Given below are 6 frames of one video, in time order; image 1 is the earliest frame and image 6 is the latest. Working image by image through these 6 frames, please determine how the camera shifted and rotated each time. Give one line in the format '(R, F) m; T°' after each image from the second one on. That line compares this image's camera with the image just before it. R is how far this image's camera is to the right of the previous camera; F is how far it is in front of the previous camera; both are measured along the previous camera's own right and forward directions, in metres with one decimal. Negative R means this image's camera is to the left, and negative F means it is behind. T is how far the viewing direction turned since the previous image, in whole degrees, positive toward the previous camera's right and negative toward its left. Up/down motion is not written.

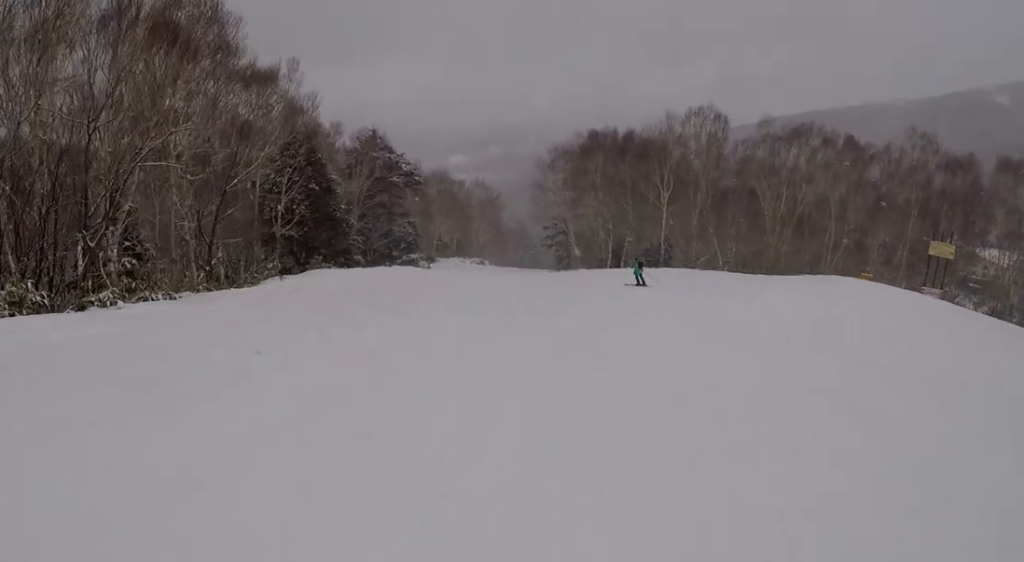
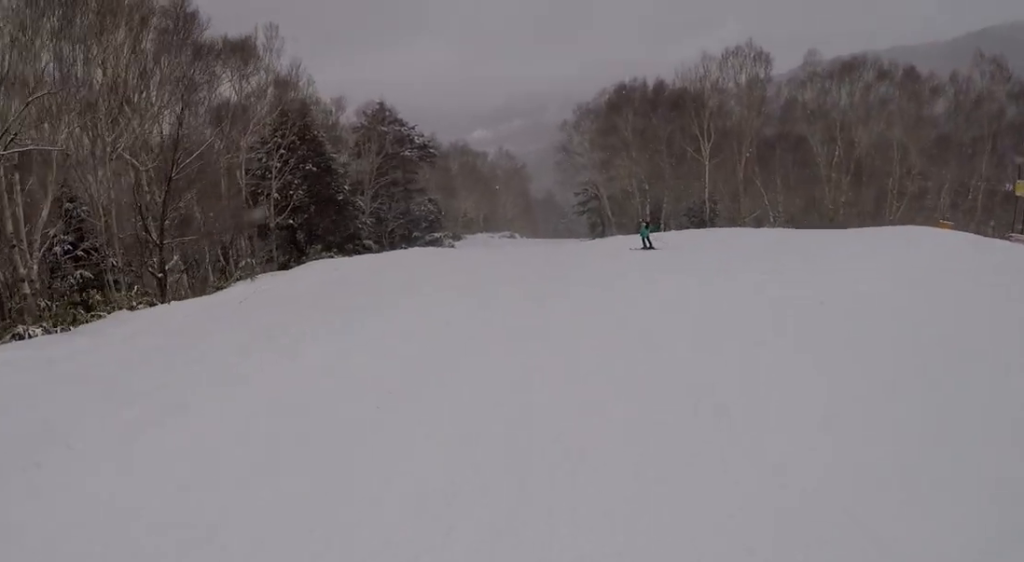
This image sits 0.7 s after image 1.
(-0.9, +5.0) m; 0°
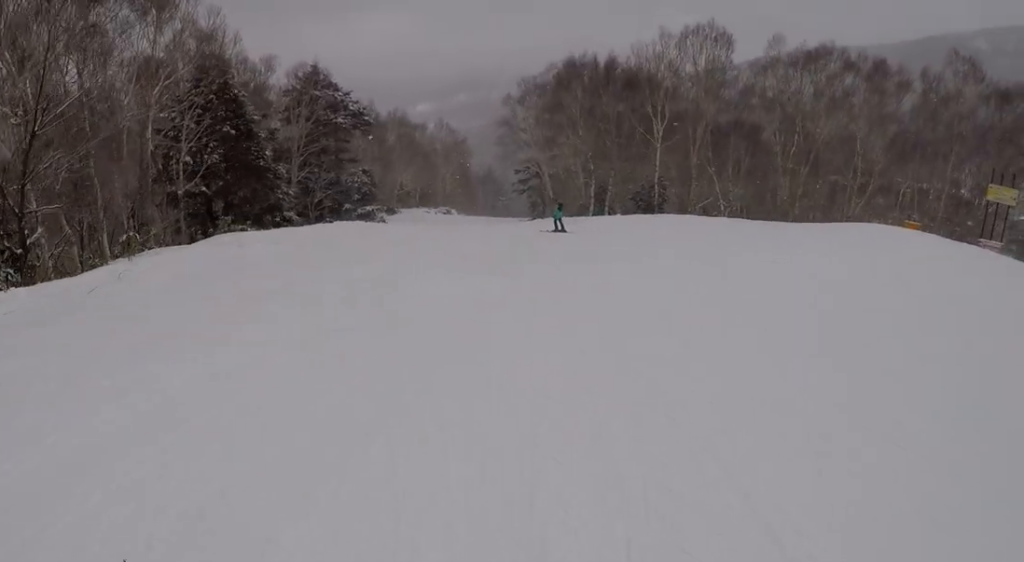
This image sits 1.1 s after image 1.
(-0.3, +3.2) m; 0°
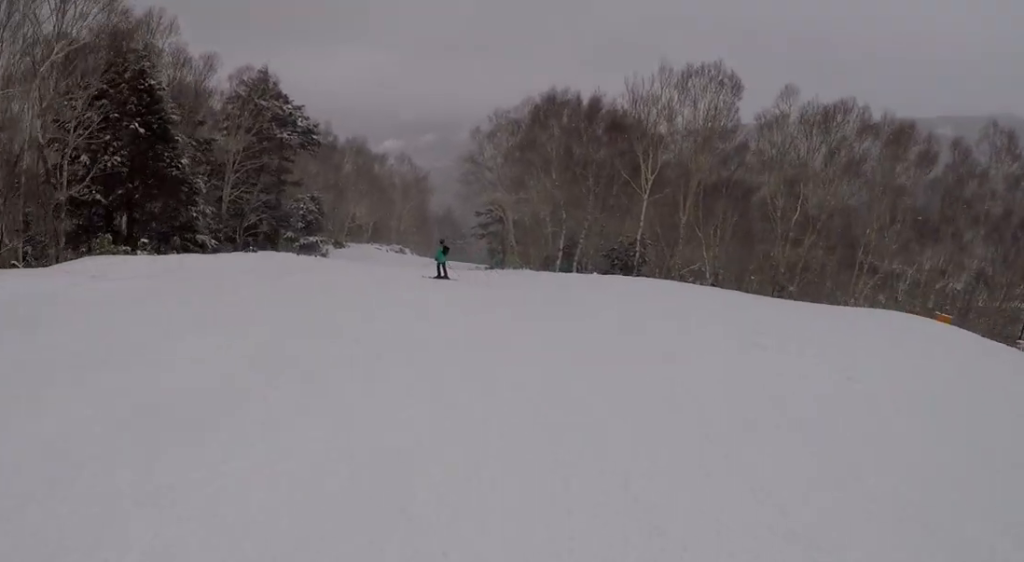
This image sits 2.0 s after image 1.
(+1.3, +6.5) m; 0°
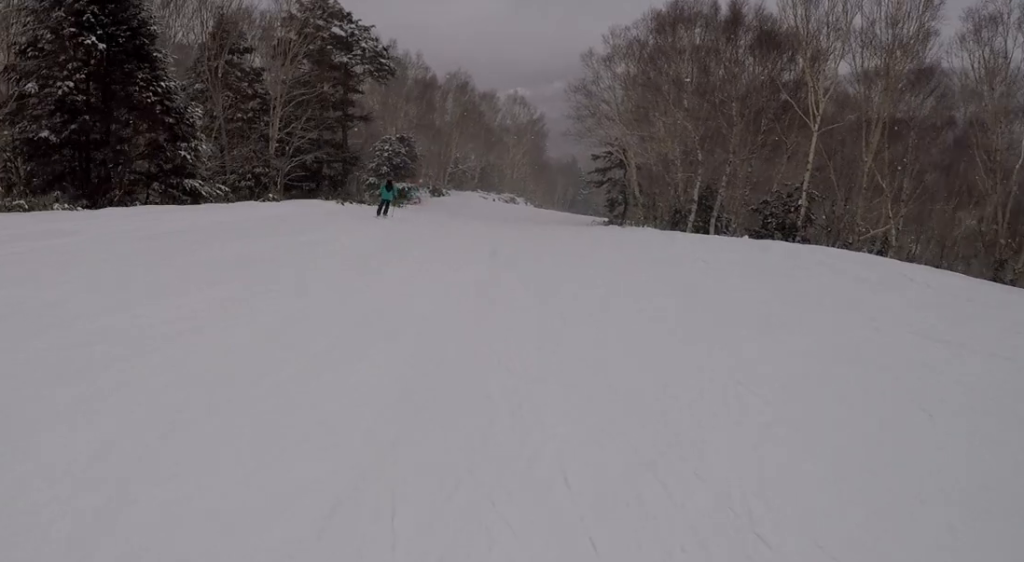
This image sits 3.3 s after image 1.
(-1.9, +9.8) m; -13°
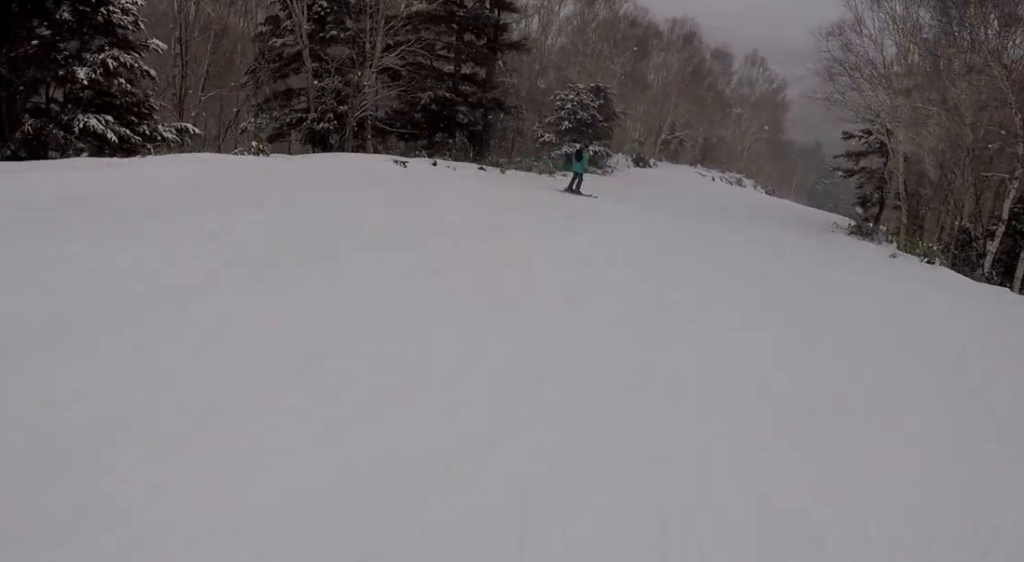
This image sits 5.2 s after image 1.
(-0.8, +13.2) m; -6°
